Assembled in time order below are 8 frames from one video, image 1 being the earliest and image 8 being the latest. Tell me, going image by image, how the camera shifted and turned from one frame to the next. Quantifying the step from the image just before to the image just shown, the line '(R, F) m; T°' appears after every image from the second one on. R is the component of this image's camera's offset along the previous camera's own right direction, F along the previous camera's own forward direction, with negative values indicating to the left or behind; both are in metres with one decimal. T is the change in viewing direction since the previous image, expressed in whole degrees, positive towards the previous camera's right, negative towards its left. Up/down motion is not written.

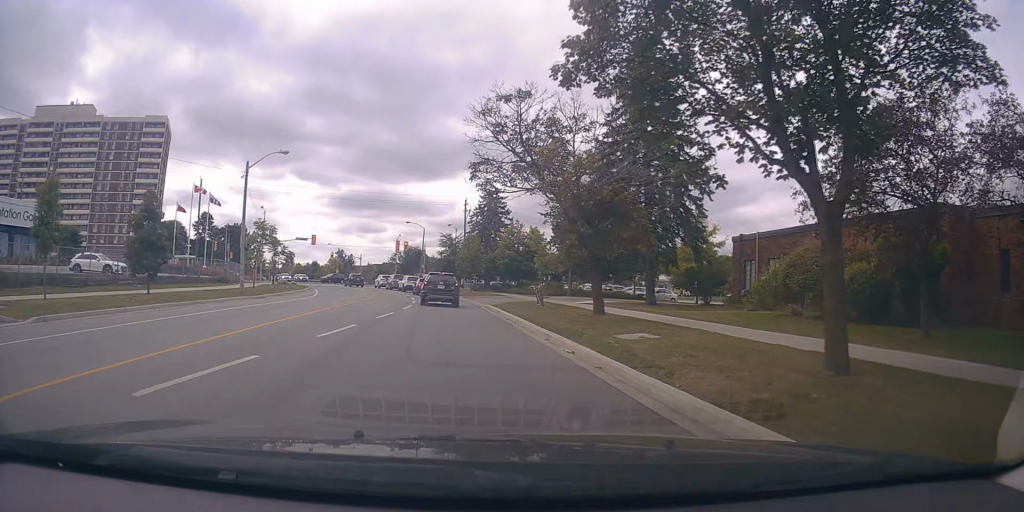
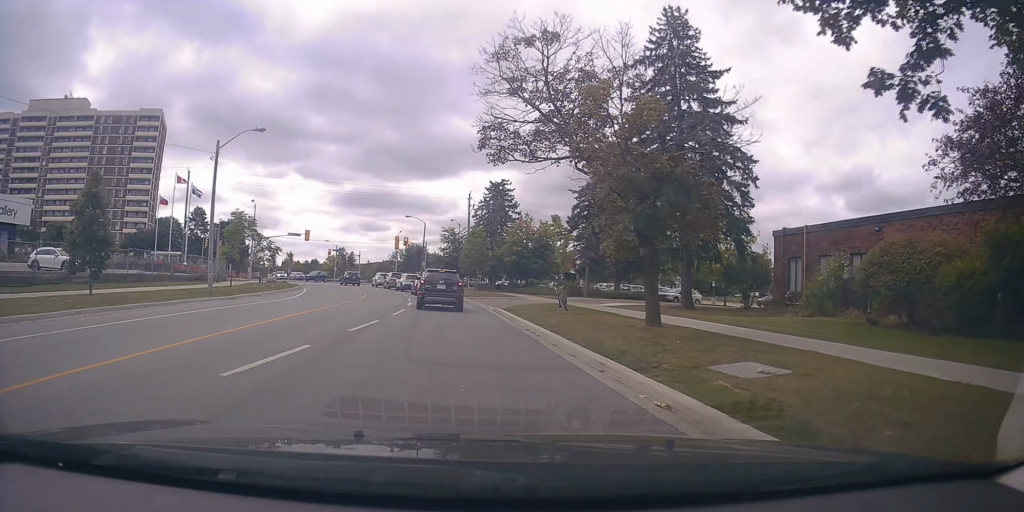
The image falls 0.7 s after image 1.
(-0.2, +5.1) m; -3°
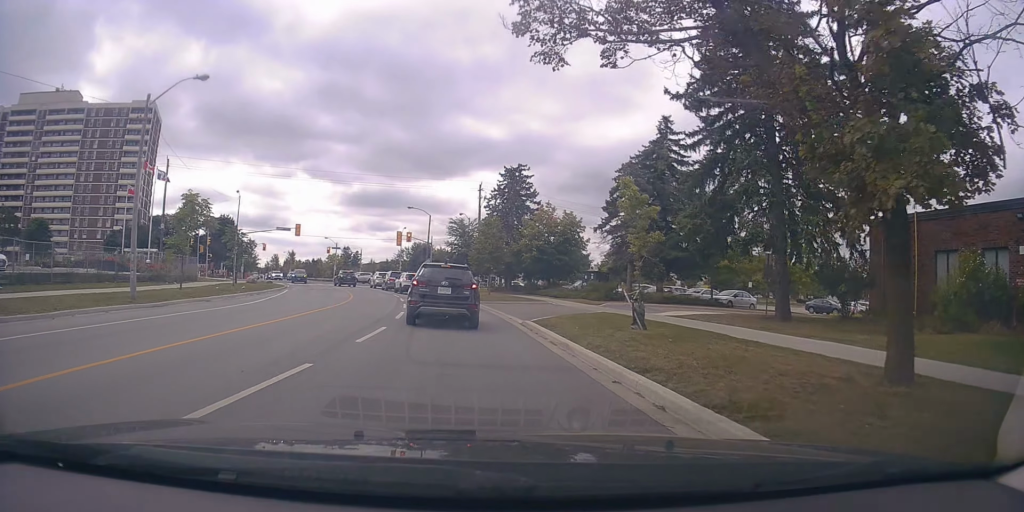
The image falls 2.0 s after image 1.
(-0.5, +8.8) m; -2°
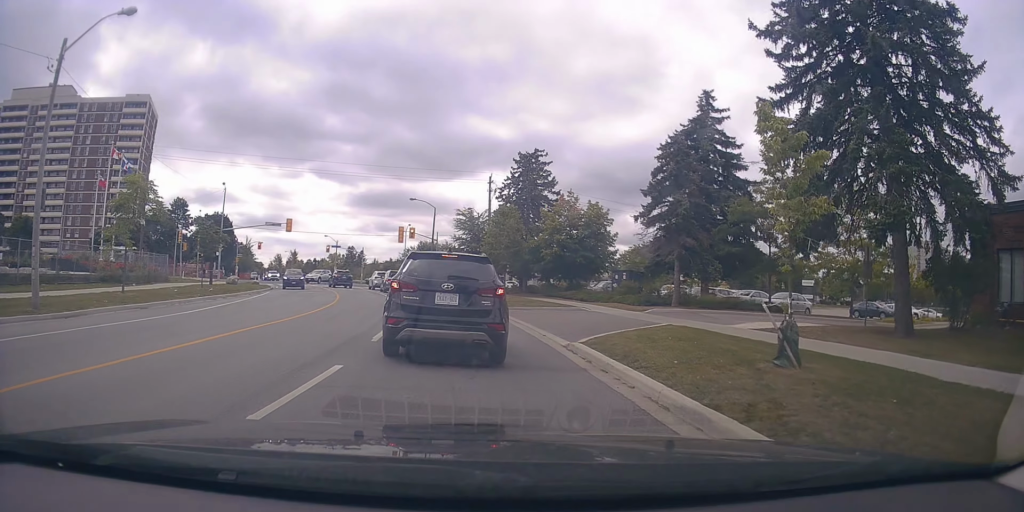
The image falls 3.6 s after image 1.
(+0.4, +6.7) m; +5°
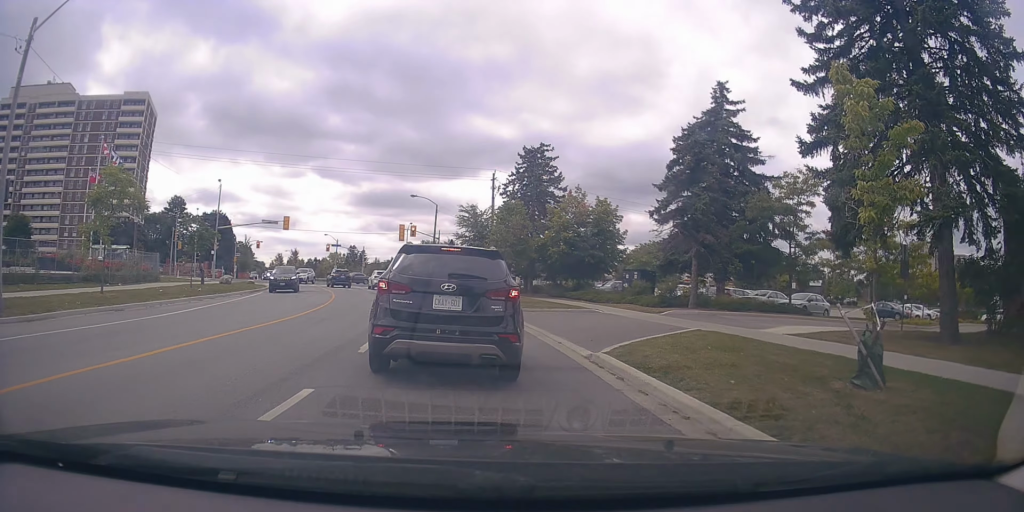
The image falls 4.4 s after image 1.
(0.0, +2.1) m; +1°
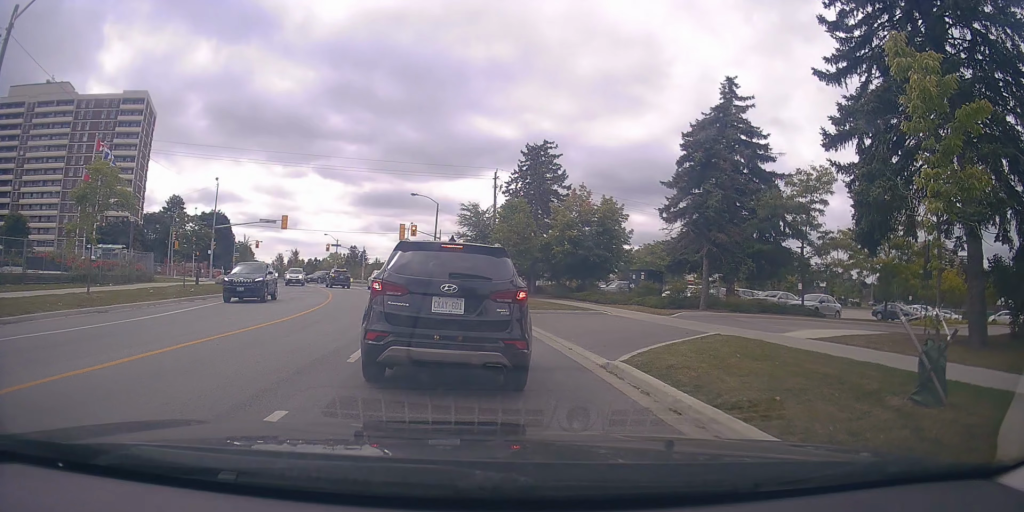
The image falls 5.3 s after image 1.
(+0.2, +1.5) m; 0°
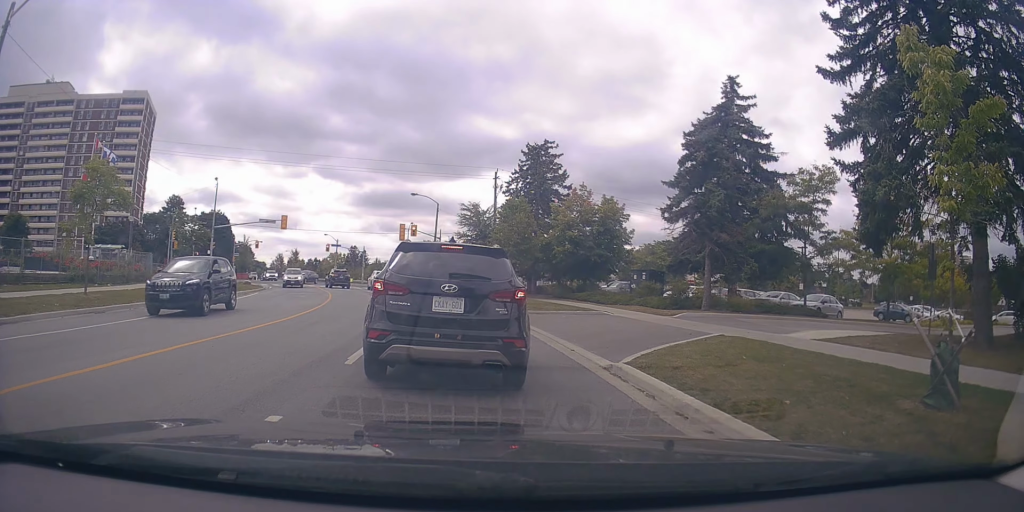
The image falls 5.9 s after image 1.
(-0.1, +0.5) m; 0°
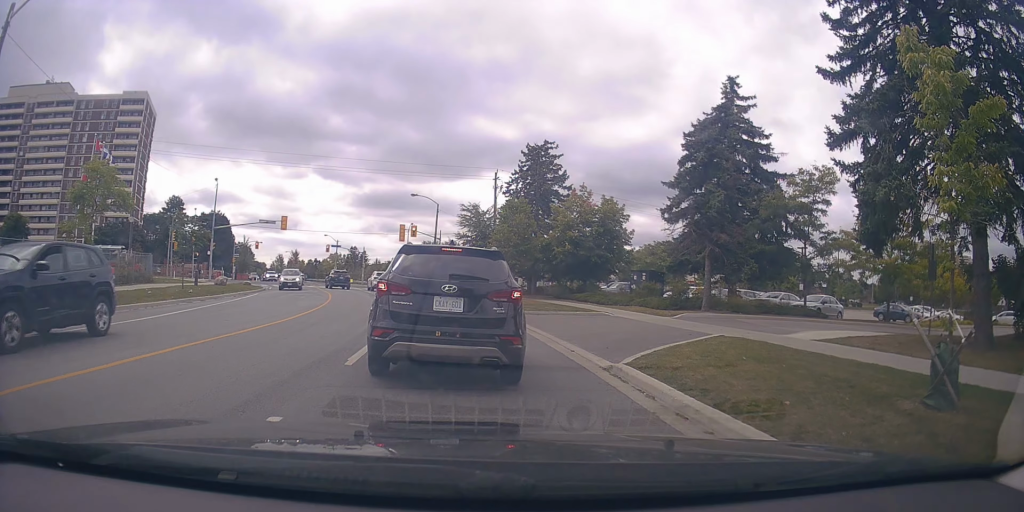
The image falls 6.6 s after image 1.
(0.0, +0.2) m; 0°
